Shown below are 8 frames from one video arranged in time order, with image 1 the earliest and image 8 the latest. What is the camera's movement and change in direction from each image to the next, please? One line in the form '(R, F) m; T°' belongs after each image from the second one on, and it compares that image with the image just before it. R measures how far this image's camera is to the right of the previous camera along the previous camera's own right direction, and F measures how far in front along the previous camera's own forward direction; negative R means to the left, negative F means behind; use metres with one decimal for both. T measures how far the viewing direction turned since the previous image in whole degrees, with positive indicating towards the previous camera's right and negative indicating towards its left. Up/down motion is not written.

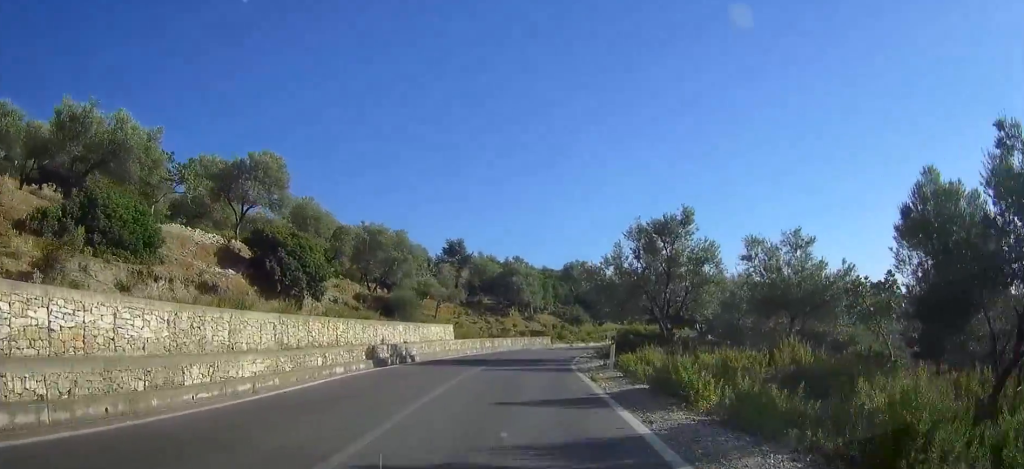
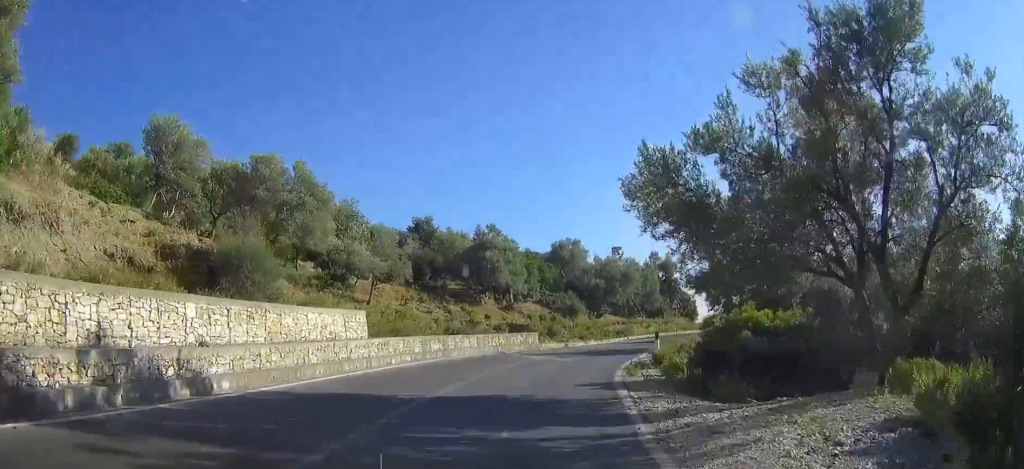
(+0.3, +20.8) m; +4°
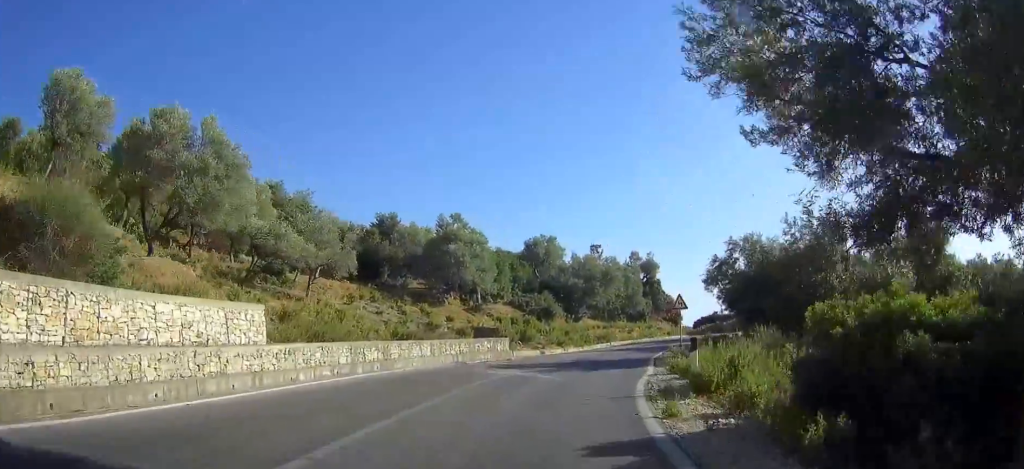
(+0.3, +7.6) m; +2°
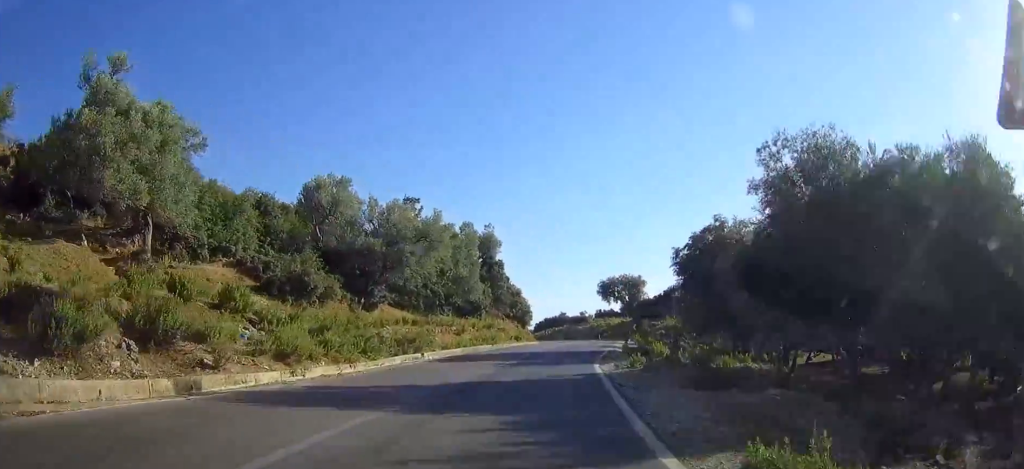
(+1.8, +29.7) m; +9°
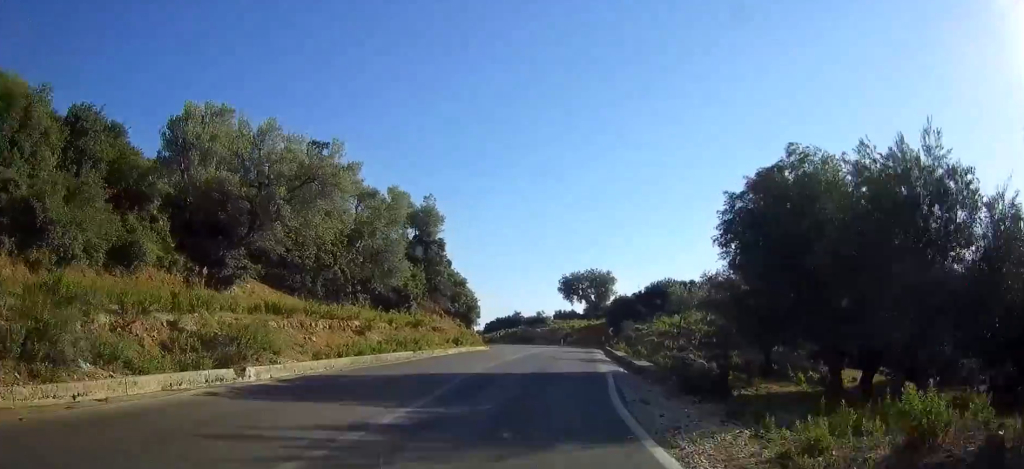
(+1.3, +16.0) m; +6°
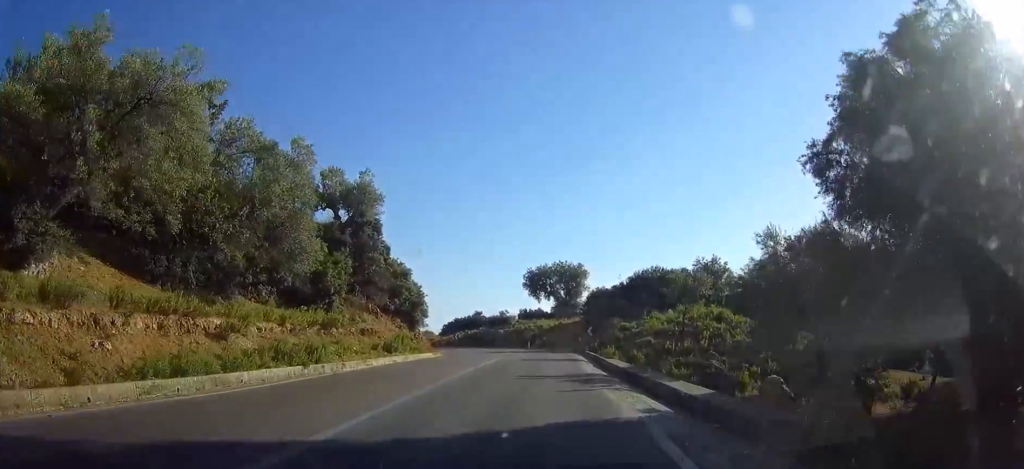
(+0.5, +11.1) m; +3°
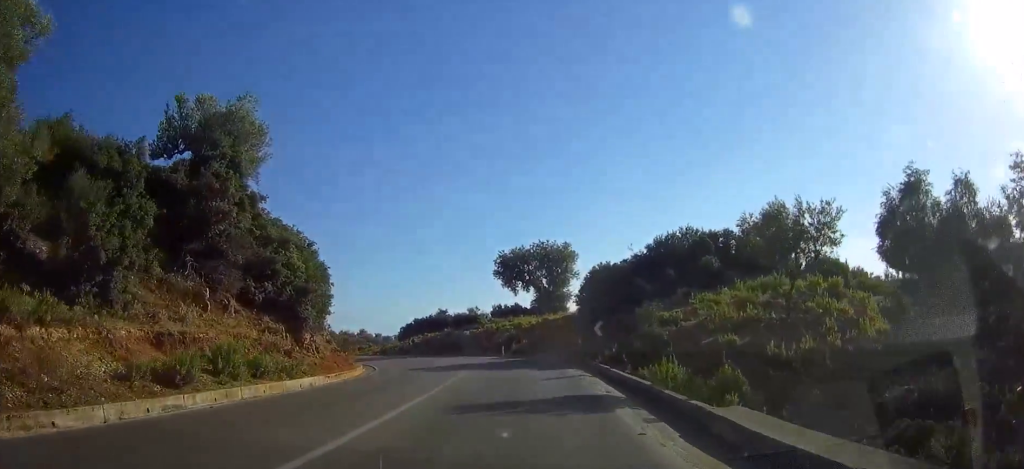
(+0.6, +18.4) m; +2°
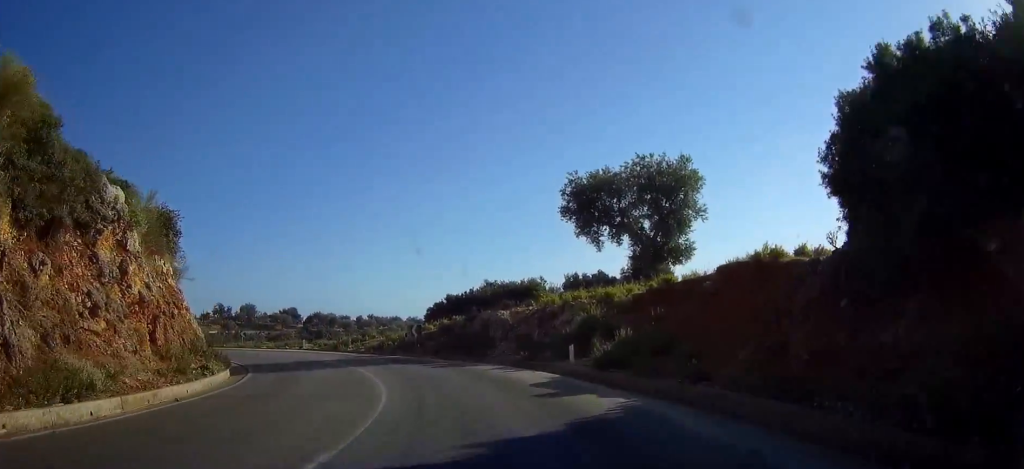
(-0.6, +29.1) m; -6°
